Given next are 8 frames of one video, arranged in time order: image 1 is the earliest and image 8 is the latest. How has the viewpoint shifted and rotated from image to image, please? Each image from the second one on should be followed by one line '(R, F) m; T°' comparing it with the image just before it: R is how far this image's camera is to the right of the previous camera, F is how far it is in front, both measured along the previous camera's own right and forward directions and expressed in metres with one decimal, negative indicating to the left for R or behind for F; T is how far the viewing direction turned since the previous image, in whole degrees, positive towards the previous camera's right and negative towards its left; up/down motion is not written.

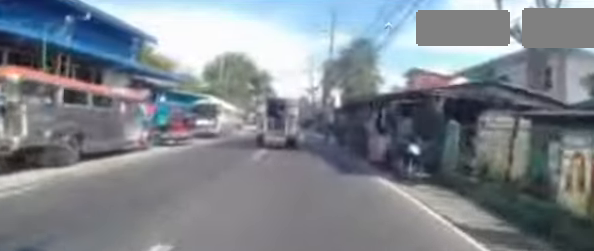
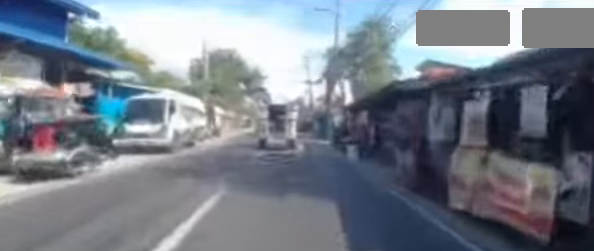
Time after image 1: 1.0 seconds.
(+0.3, +6.8) m; -1°
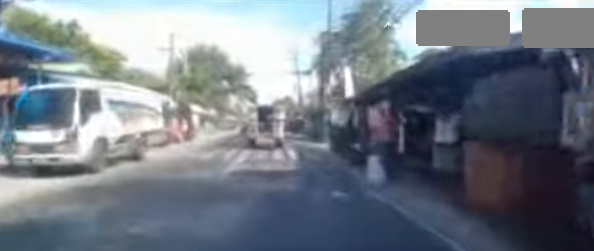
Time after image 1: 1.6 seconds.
(-0.2, +4.3) m; -3°
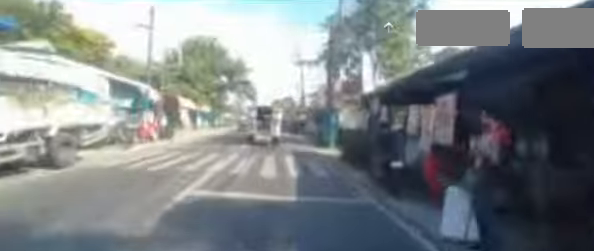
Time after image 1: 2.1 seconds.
(0.0, +3.5) m; -1°
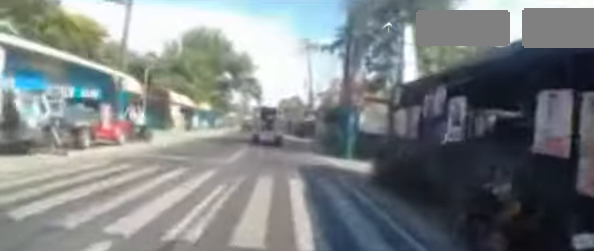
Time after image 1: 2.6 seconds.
(0.0, +3.5) m; 0°
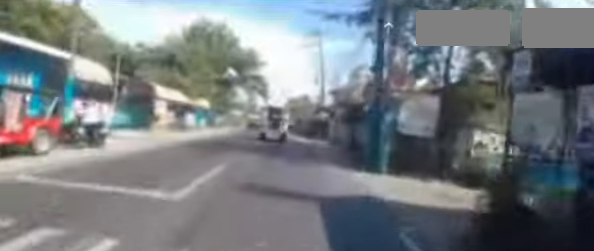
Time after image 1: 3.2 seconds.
(0.0, +4.0) m; +1°
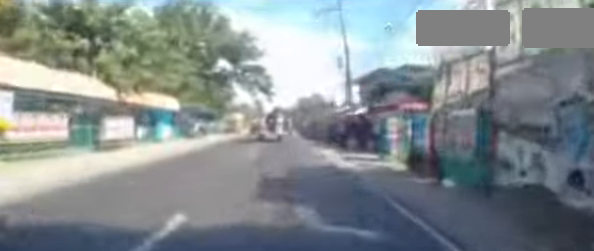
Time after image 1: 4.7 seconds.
(+0.2, +12.1) m; +2°
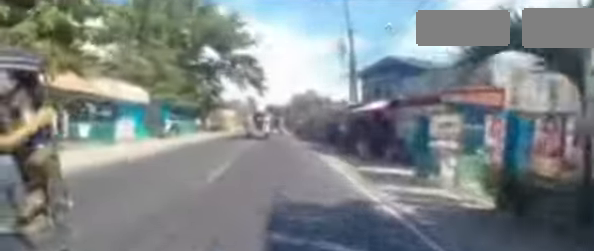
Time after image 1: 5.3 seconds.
(0.0, +4.2) m; -1°
